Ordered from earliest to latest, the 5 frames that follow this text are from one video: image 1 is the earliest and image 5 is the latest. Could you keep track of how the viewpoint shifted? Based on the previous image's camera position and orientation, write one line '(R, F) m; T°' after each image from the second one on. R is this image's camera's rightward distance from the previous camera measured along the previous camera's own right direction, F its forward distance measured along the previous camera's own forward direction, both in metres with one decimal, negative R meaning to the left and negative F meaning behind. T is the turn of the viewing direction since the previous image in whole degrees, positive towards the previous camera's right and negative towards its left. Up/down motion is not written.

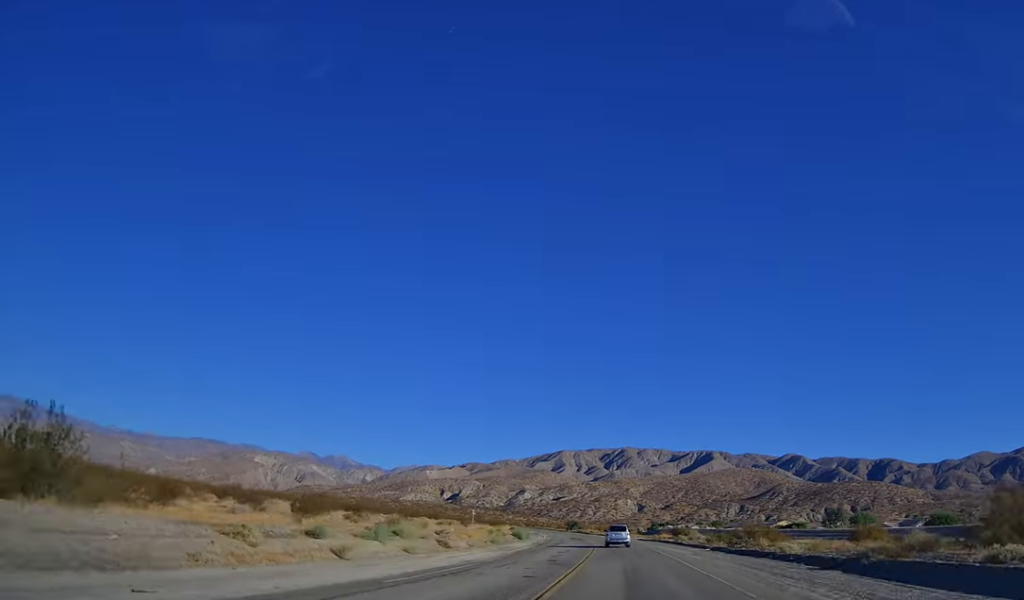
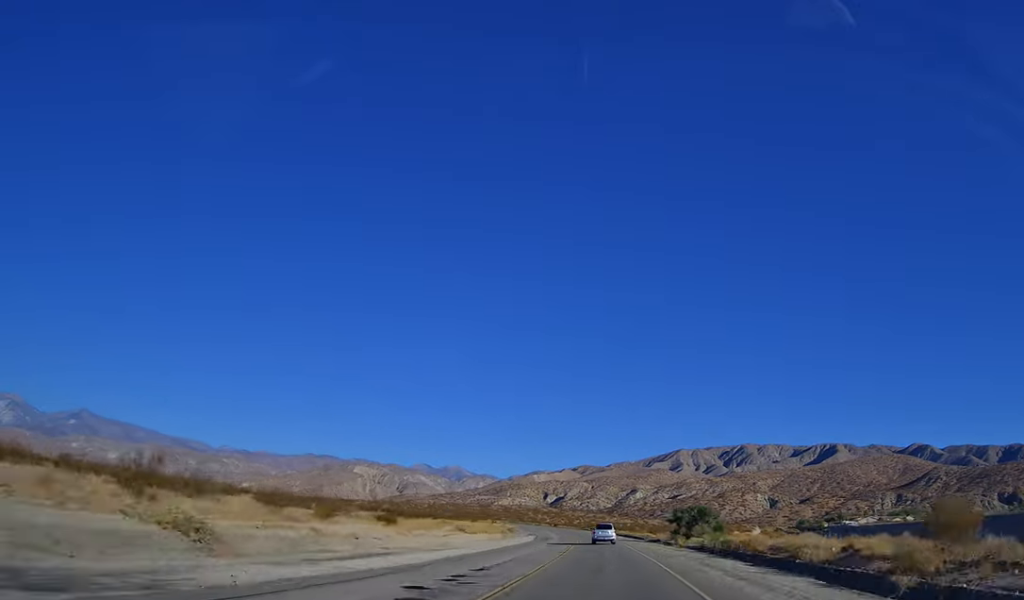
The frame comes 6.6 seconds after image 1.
(-10.0, +164.6) m; -9°
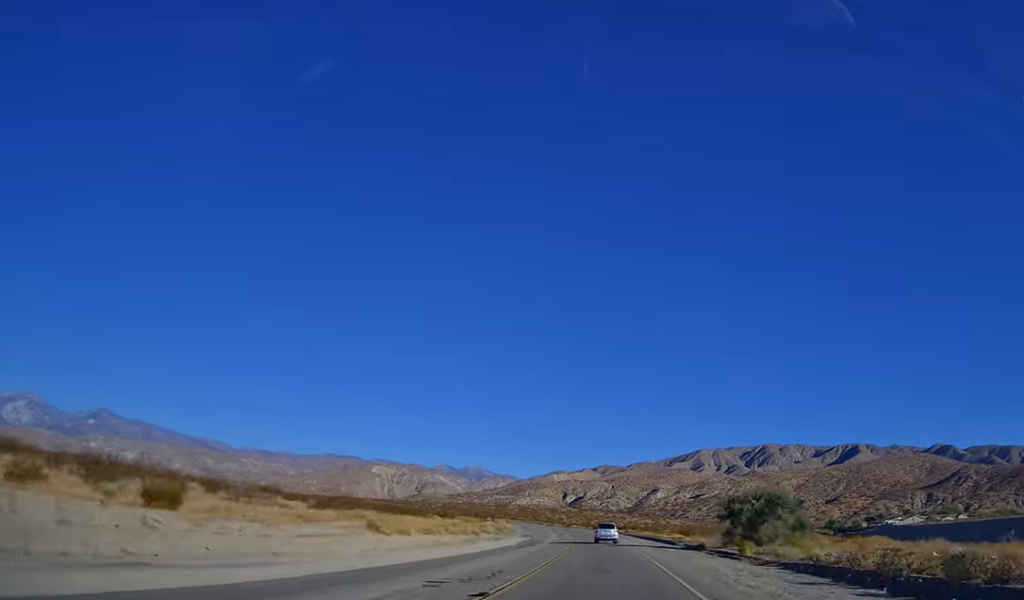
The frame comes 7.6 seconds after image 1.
(-0.1, +25.4) m; -1°
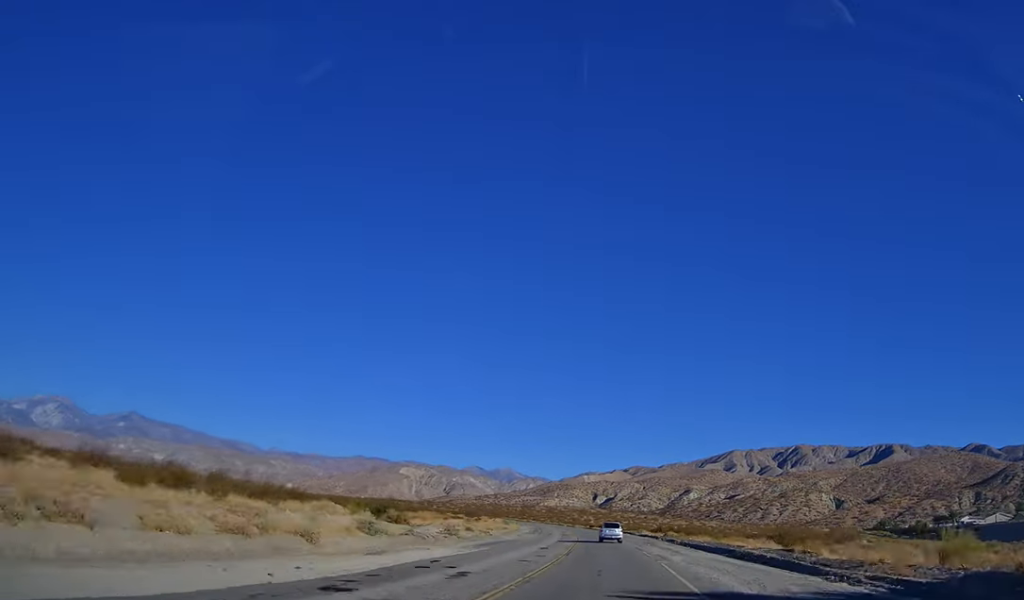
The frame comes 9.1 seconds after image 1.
(-0.8, +37.3) m; -3°
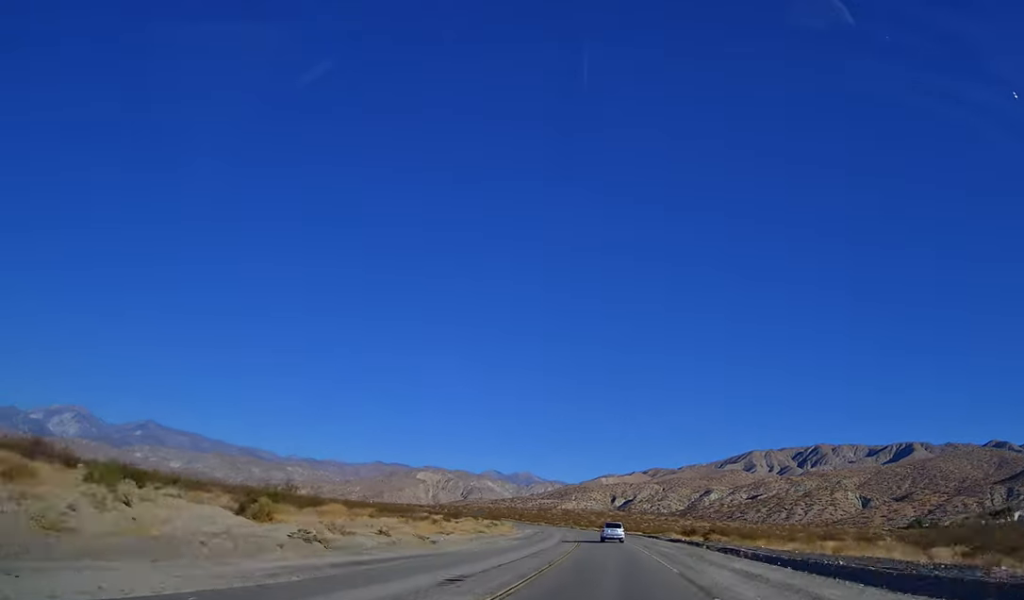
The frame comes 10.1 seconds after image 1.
(0.0, +25.4) m; -2°
